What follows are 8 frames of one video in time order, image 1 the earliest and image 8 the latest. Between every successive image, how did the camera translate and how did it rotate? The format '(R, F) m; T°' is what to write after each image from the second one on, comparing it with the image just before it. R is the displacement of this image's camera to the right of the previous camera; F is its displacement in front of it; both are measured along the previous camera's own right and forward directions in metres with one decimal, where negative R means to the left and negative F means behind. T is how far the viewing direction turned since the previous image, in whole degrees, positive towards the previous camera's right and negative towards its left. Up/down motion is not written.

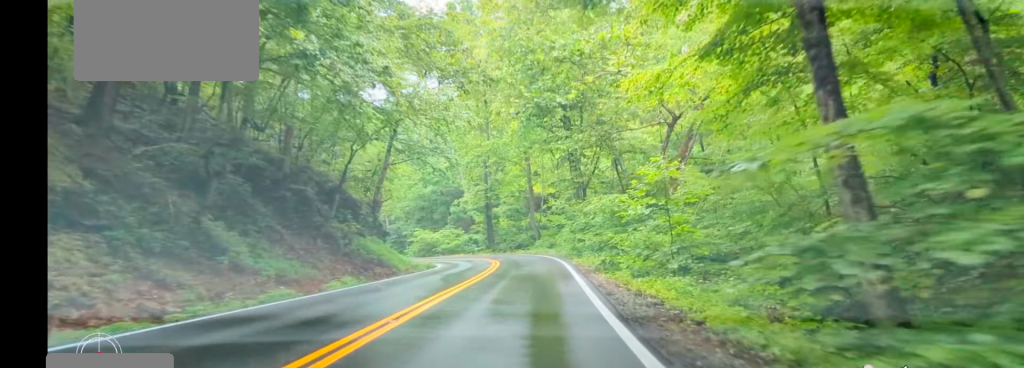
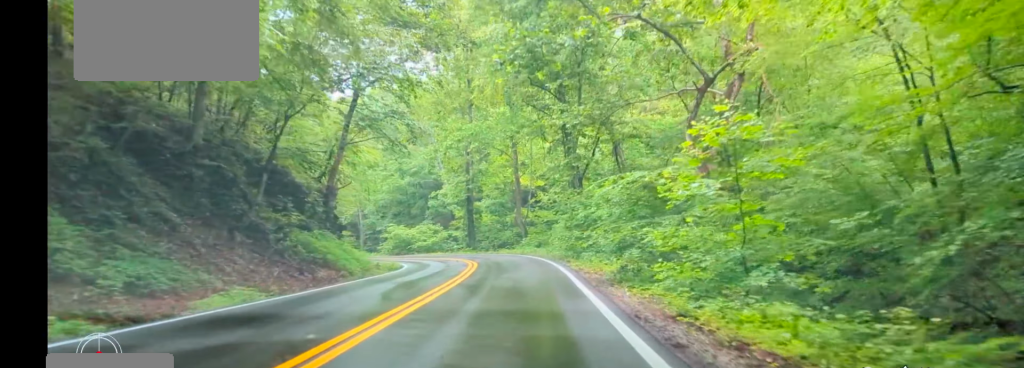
(+0.1, +7.3) m; +1°
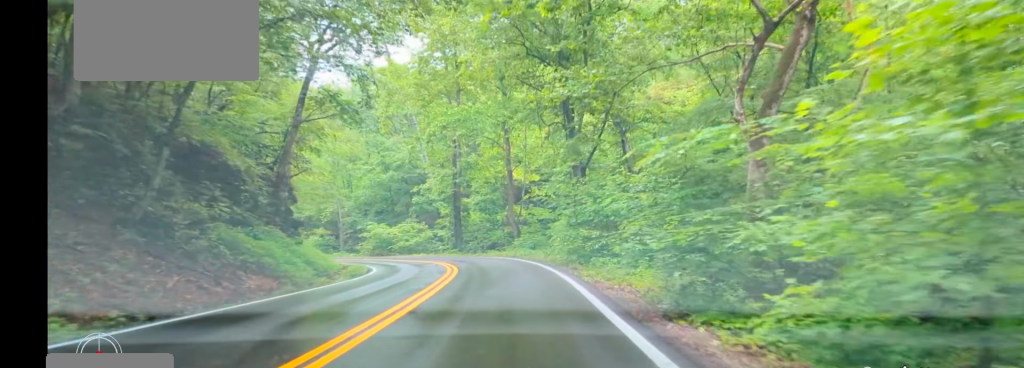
(+0.1, +6.6) m; +1°
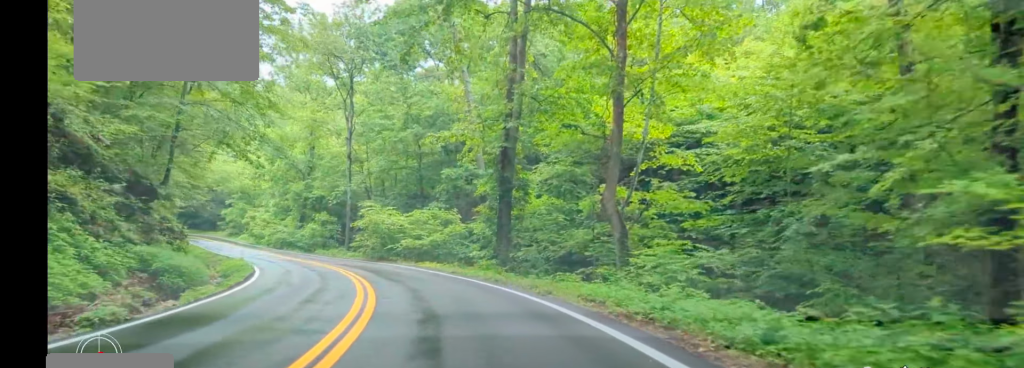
(-0.2, +28.3) m; -5°
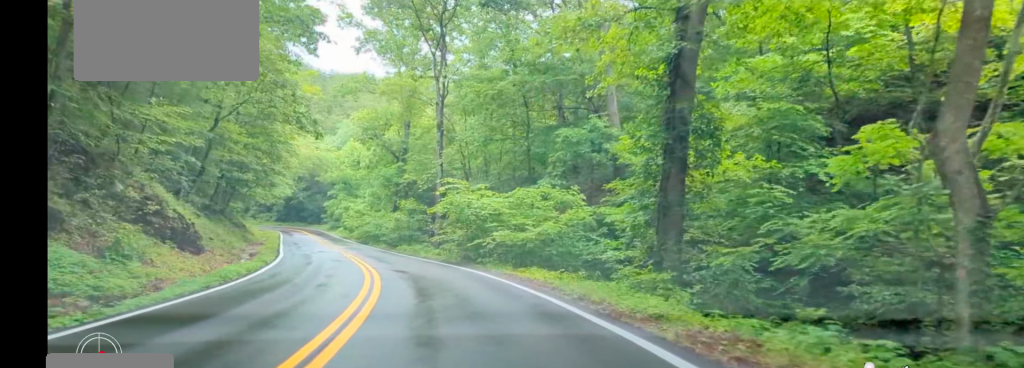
(-0.9, +14.0) m; -10°
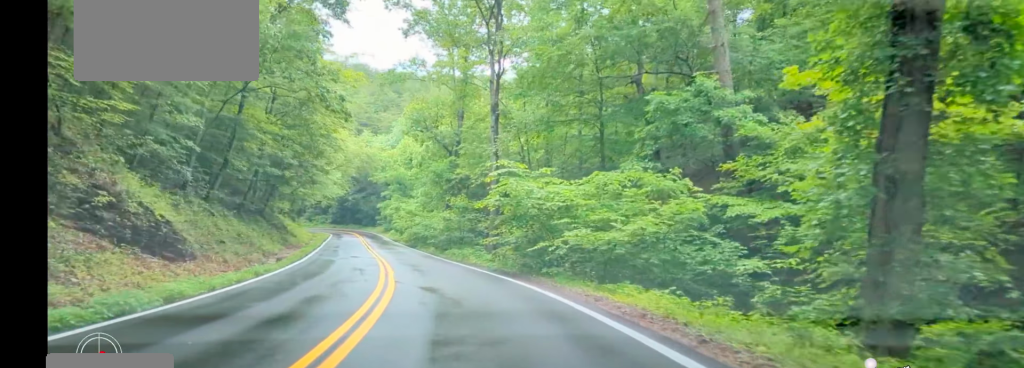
(-0.6, +7.3) m; -5°
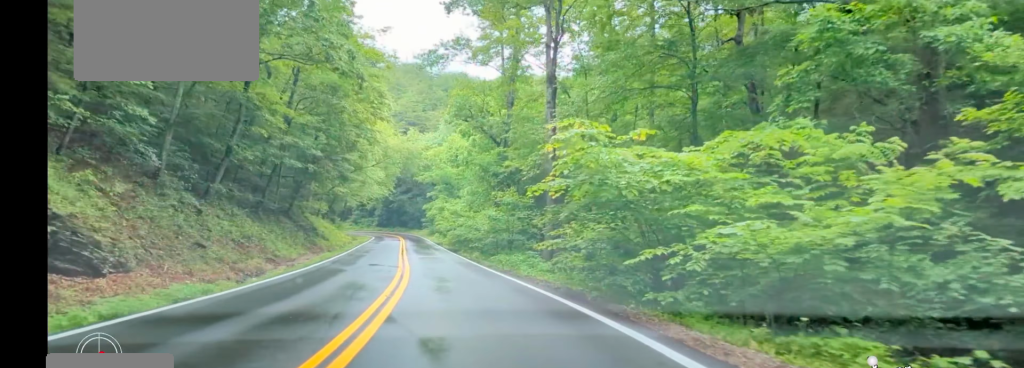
(-0.4, +7.4) m; -5°
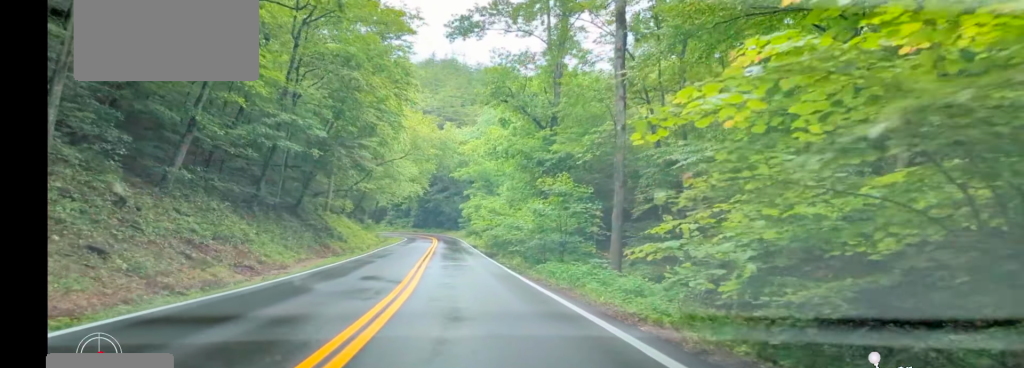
(-0.3, +8.3) m; -3°
